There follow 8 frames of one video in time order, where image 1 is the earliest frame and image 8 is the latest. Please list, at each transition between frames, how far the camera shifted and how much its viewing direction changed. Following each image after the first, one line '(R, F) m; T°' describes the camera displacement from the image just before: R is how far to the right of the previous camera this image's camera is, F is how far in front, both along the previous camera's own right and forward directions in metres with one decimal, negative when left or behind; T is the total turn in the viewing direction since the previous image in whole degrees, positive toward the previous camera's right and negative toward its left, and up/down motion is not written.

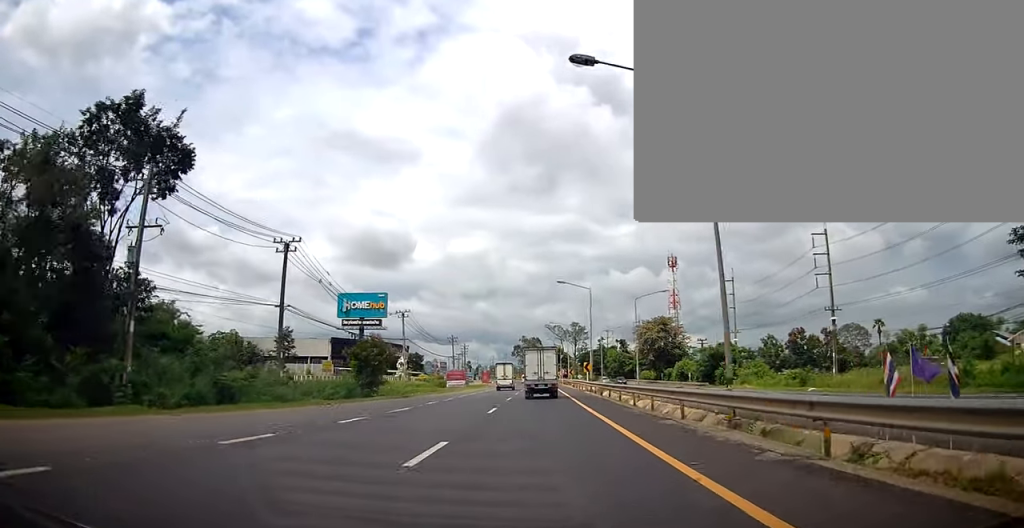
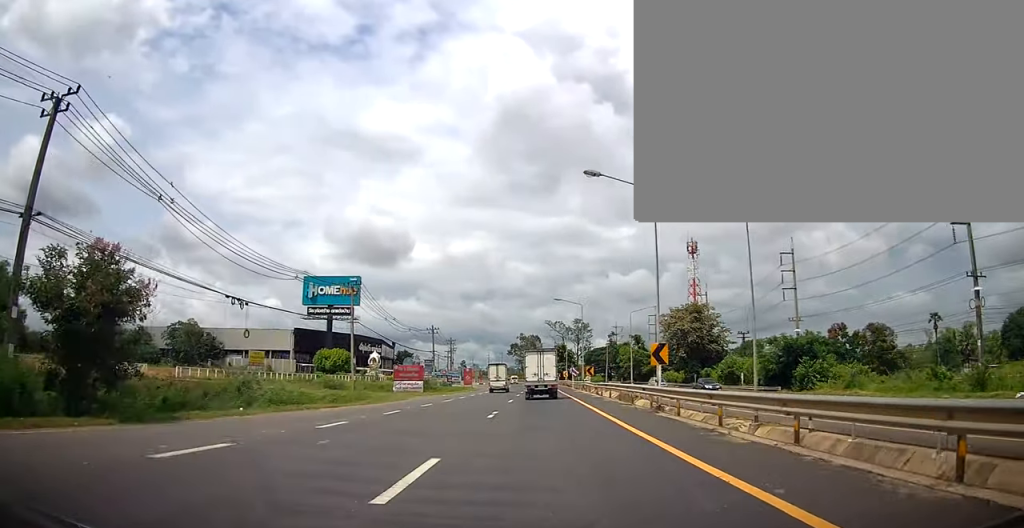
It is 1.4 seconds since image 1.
(+0.3, +26.3) m; 0°
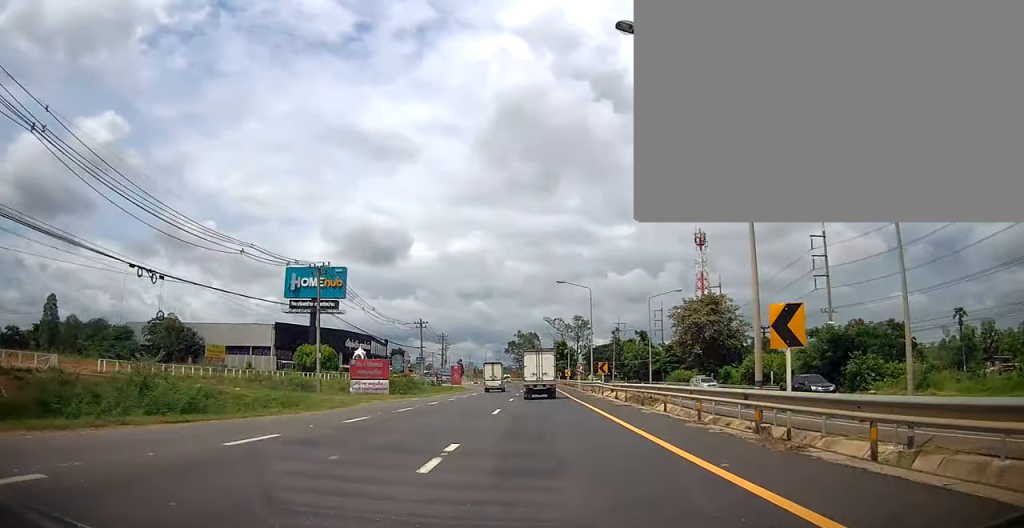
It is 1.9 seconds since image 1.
(-0.3, +10.1) m; 0°
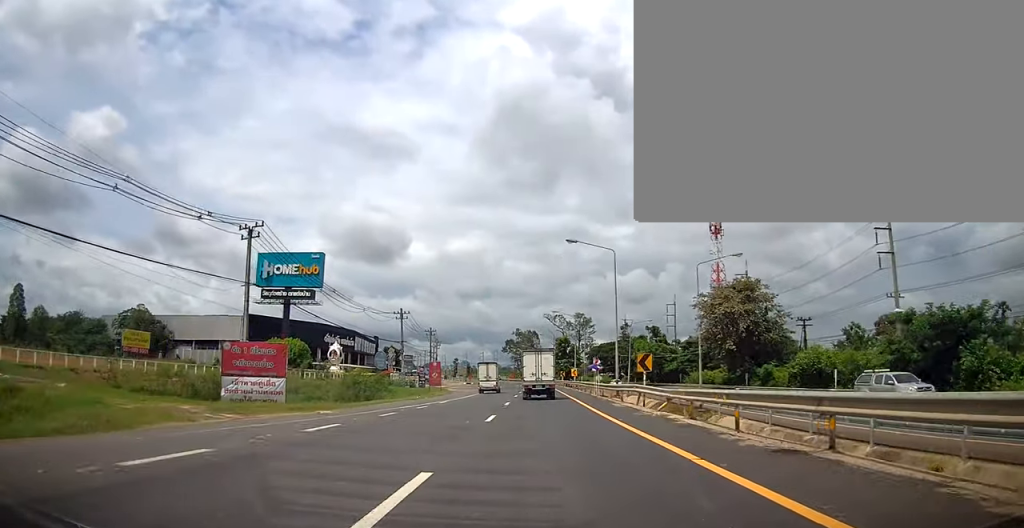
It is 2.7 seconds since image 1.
(+0.2, +14.8) m; +1°
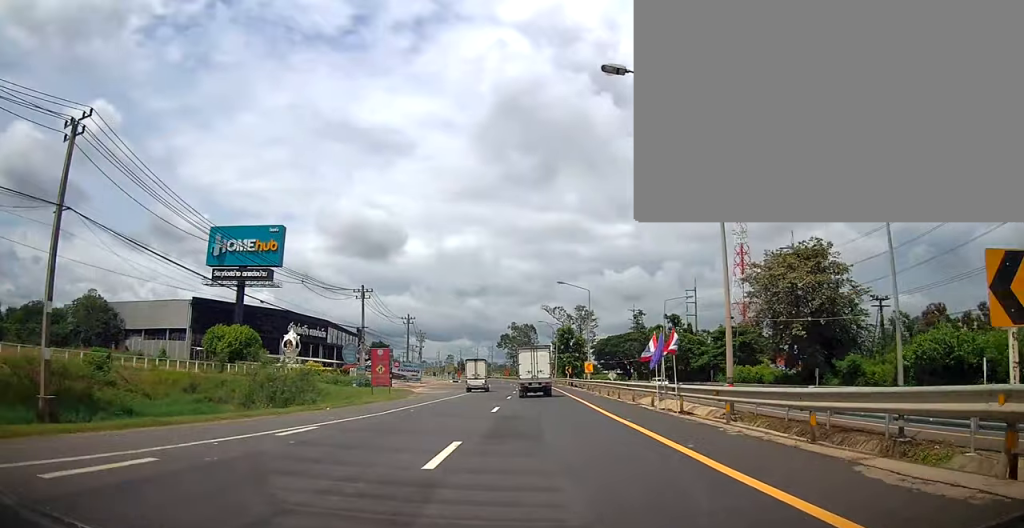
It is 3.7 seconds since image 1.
(+0.2, +19.4) m; +1°
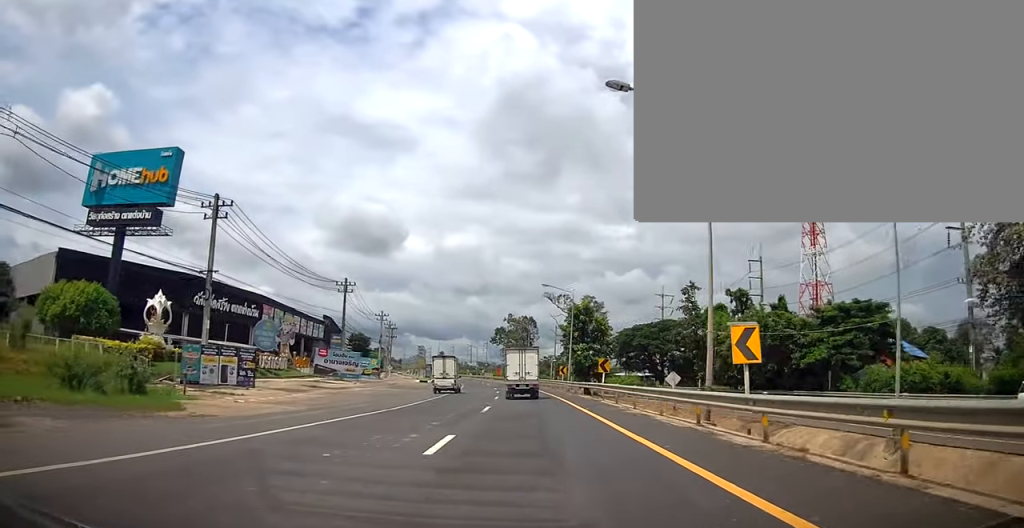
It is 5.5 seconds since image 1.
(-0.5, +34.4) m; -1°
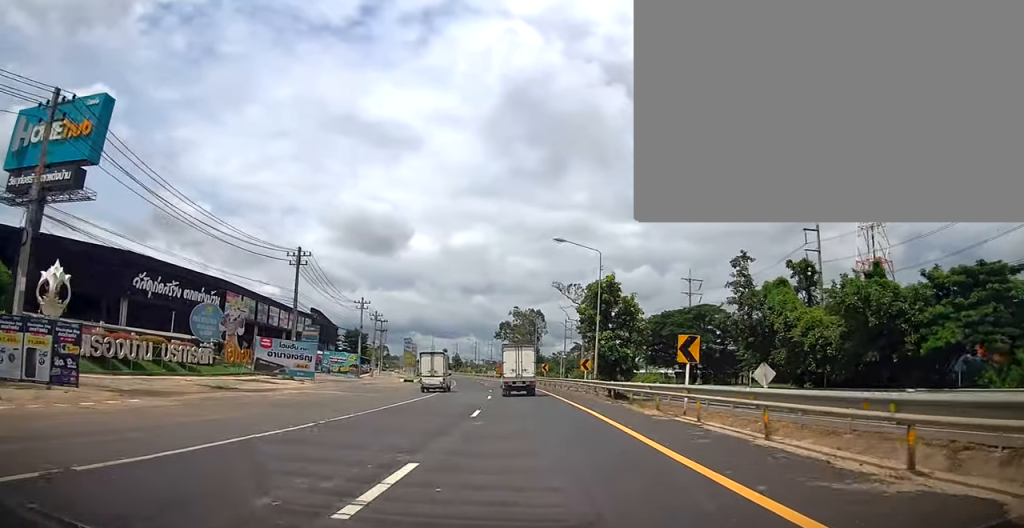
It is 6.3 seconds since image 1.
(0.0, +16.0) m; 0°
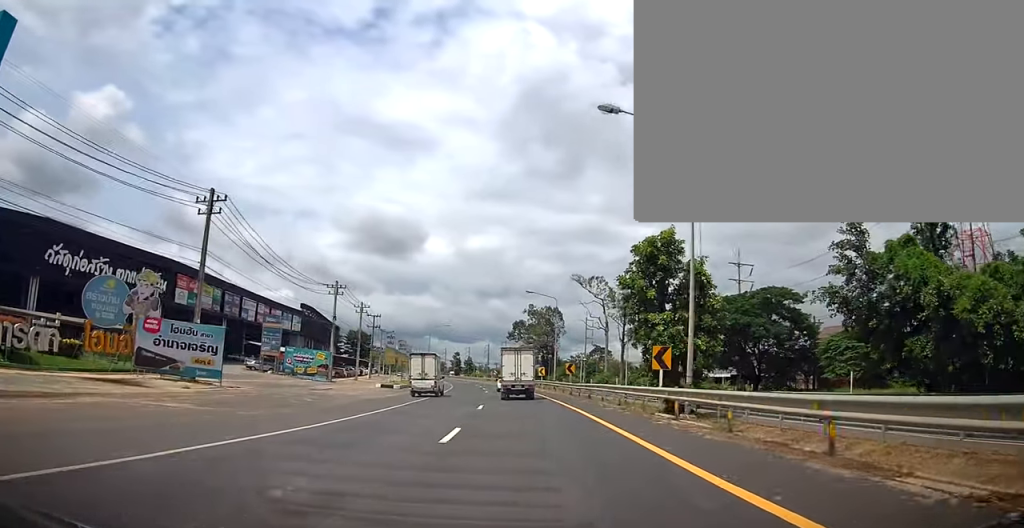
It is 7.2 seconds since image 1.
(+0.1, +18.0) m; -1°
